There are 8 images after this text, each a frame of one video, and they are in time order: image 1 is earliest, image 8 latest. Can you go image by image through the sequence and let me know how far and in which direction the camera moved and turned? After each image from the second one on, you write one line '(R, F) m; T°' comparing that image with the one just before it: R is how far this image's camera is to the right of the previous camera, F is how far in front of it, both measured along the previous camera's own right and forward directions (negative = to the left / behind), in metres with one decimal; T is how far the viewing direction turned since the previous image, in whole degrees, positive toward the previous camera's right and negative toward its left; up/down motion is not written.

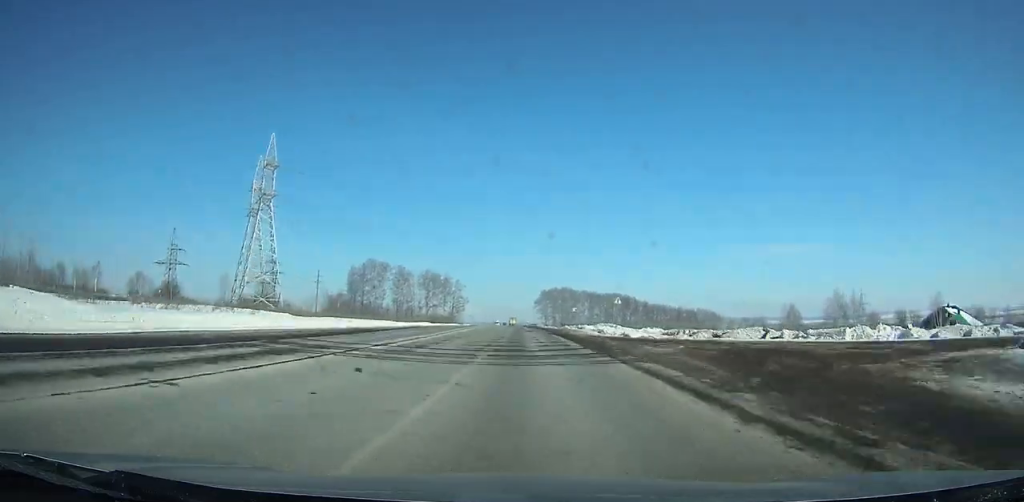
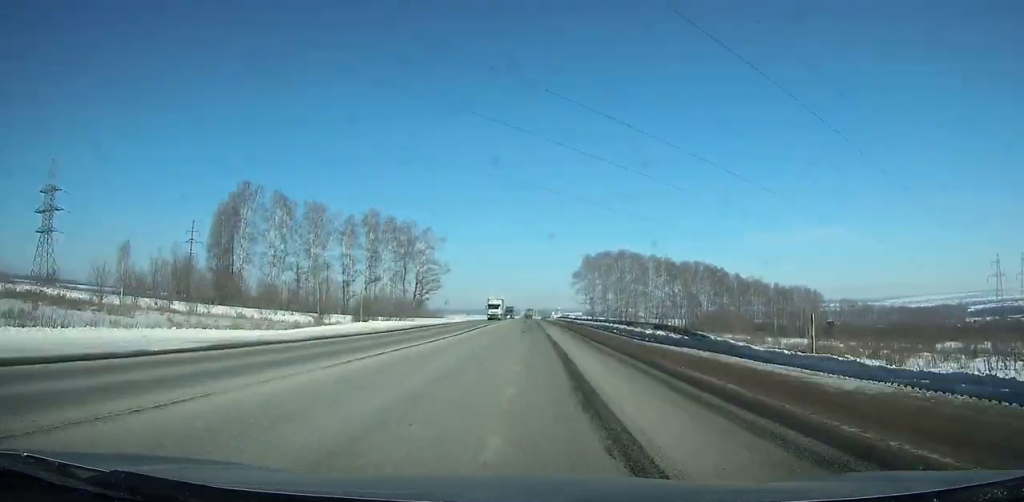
(-6.0, +132.9) m; -4°
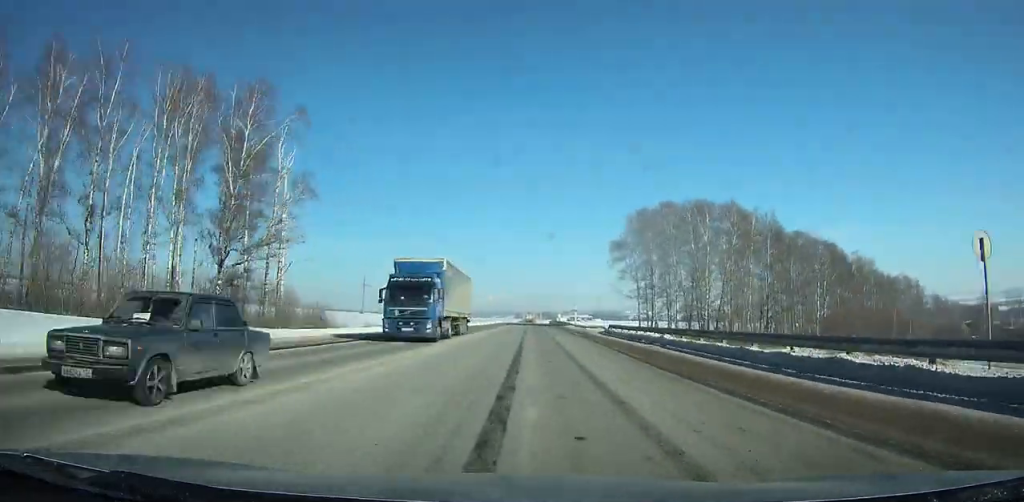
(-0.5, +90.8) m; 0°
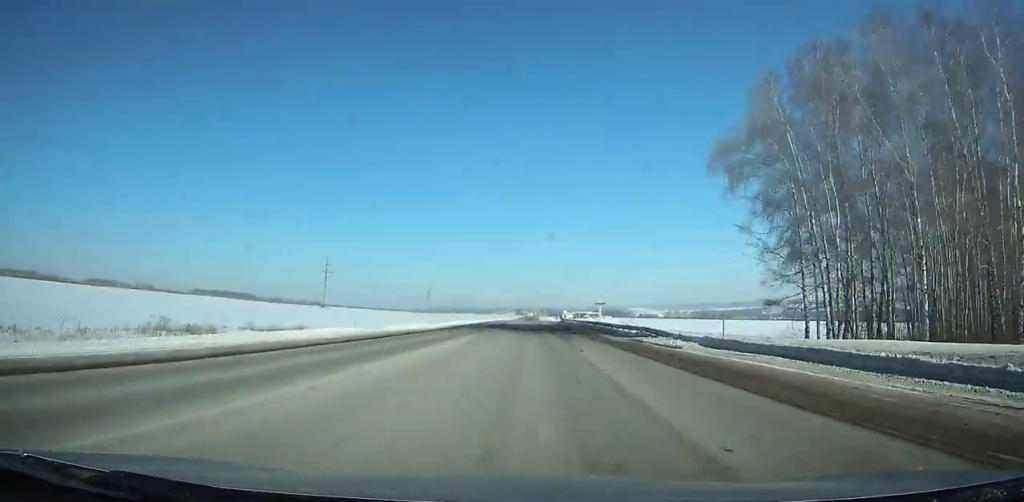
(-0.2, +64.9) m; 0°
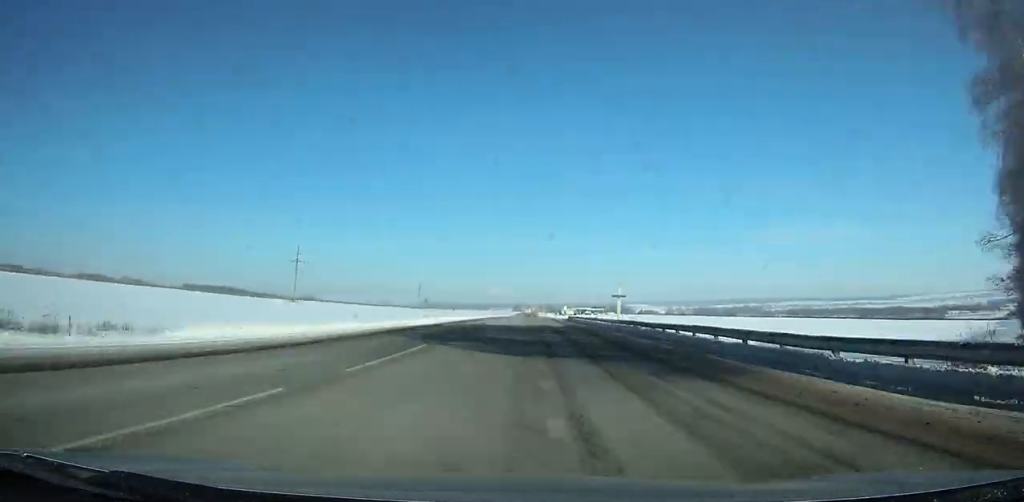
(+0.1, +31.8) m; 0°
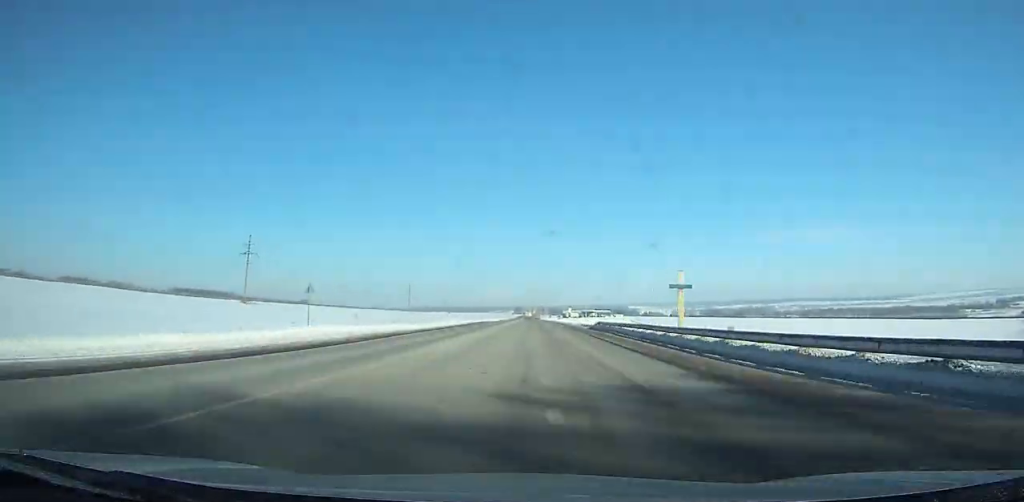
(0.0, +42.6) m; 0°
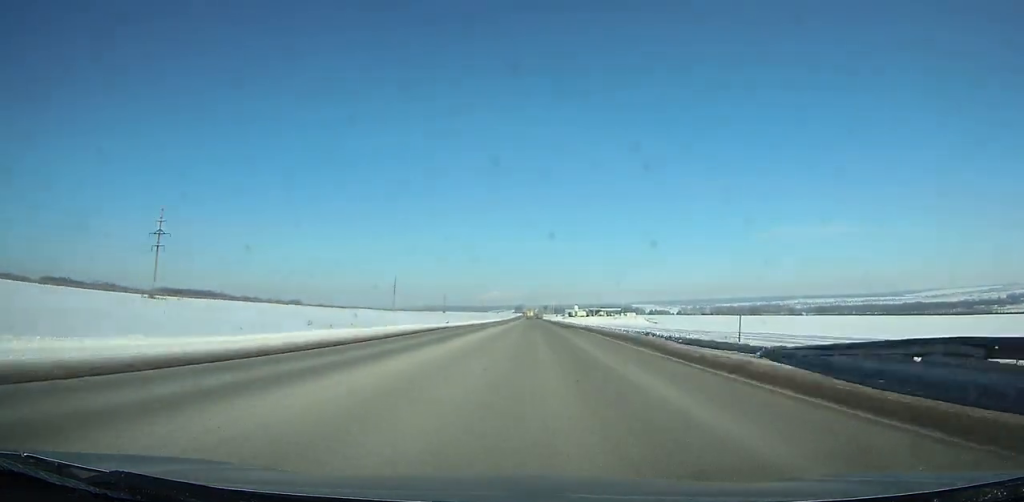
(0.0, +51.1) m; 0°
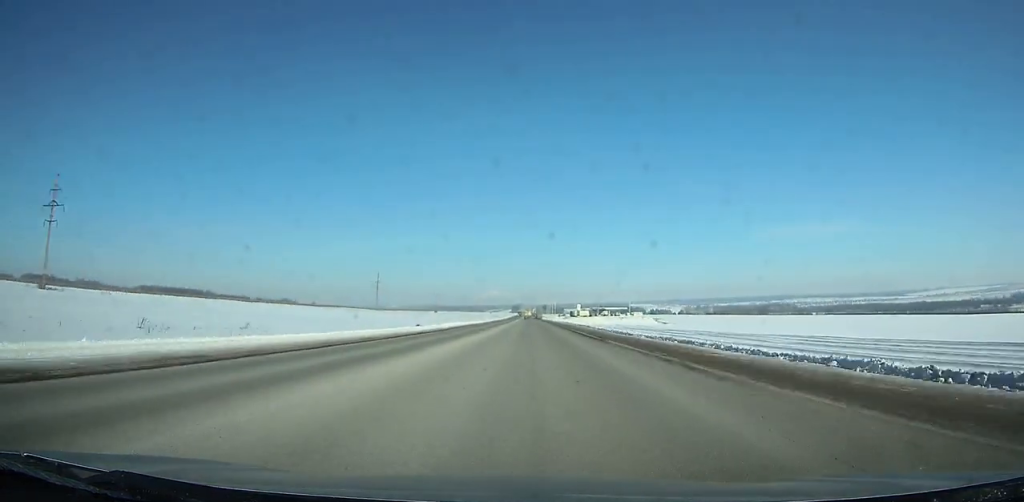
(0.0, +37.8) m; 0°
